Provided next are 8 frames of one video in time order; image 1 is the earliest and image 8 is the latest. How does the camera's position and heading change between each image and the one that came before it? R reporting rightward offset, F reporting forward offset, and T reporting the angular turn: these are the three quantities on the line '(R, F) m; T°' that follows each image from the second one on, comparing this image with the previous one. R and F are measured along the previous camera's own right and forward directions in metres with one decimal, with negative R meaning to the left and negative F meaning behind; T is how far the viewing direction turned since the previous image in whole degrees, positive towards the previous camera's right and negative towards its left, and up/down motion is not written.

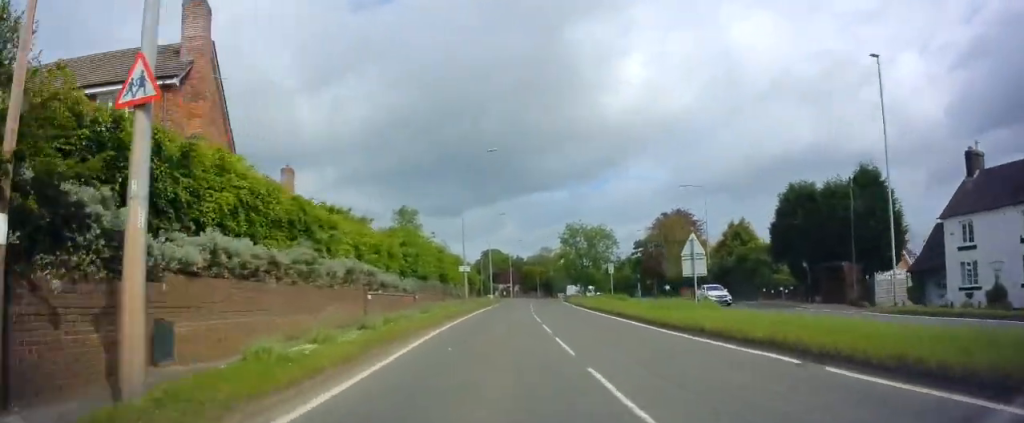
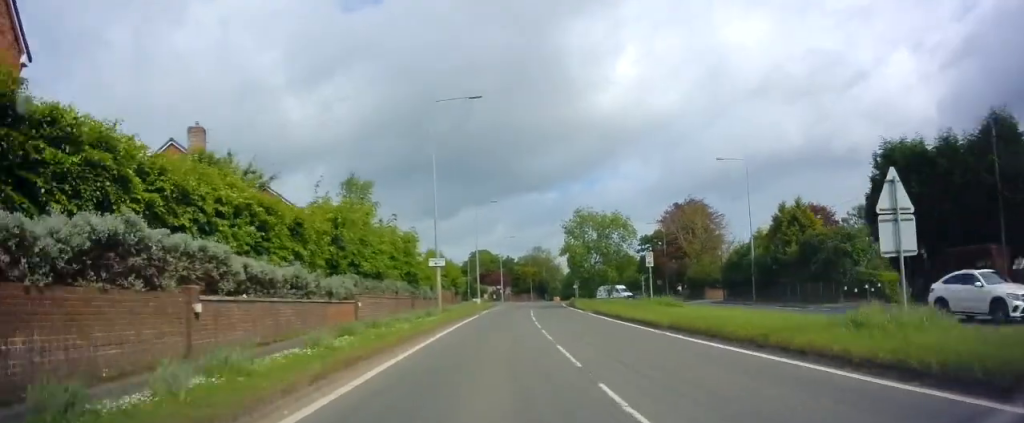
(+0.4, +13.4) m; +1°
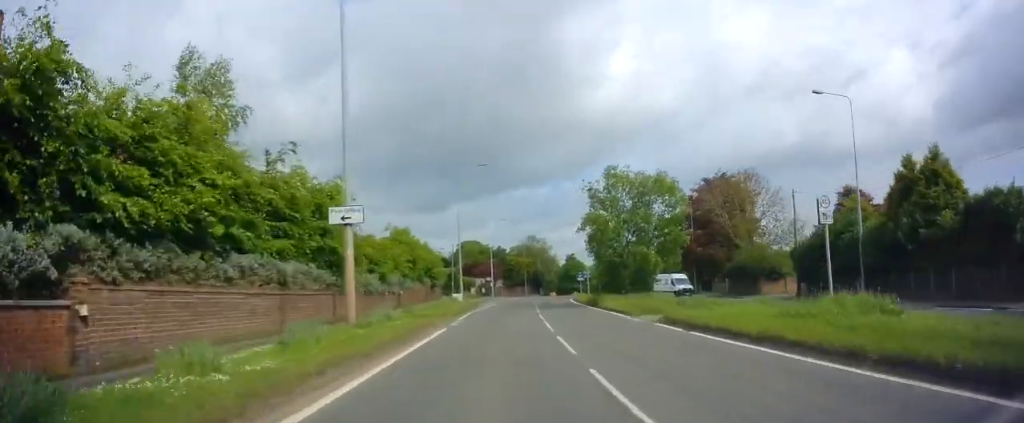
(+0.1, +16.9) m; 0°
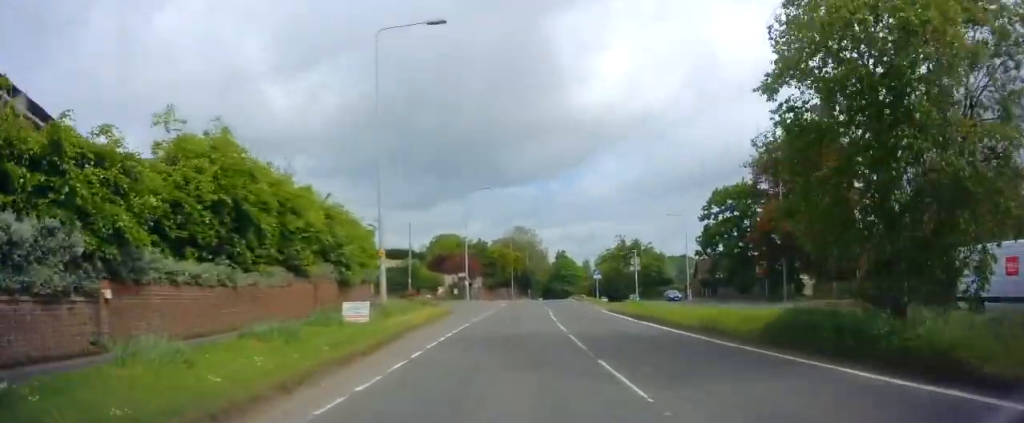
(+0.5, +28.1) m; +2°
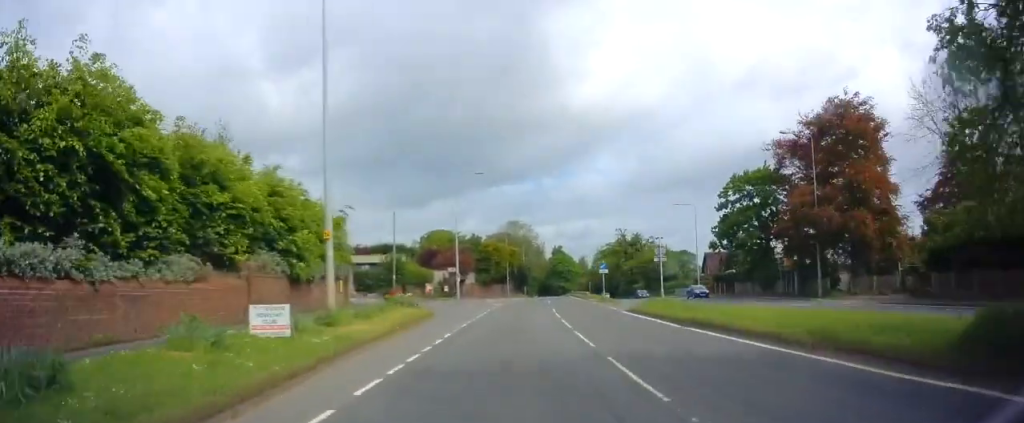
(0.0, +6.3) m; +1°
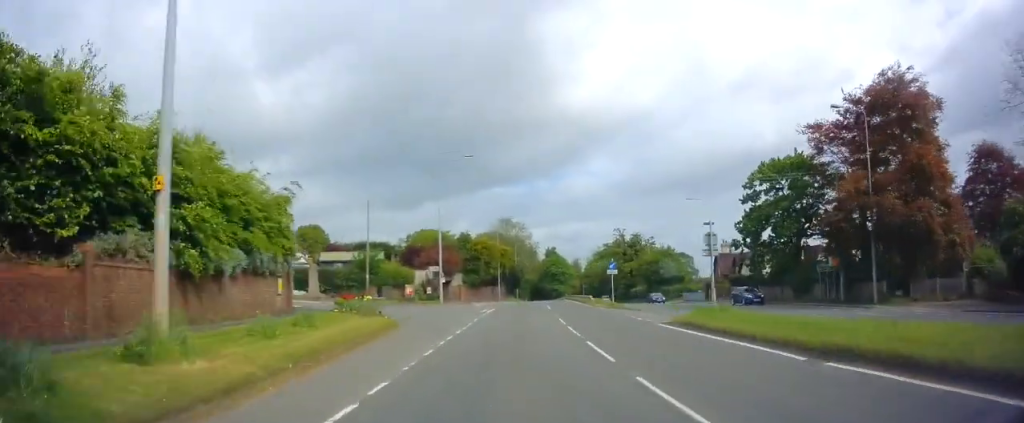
(0.0, +7.9) m; +1°
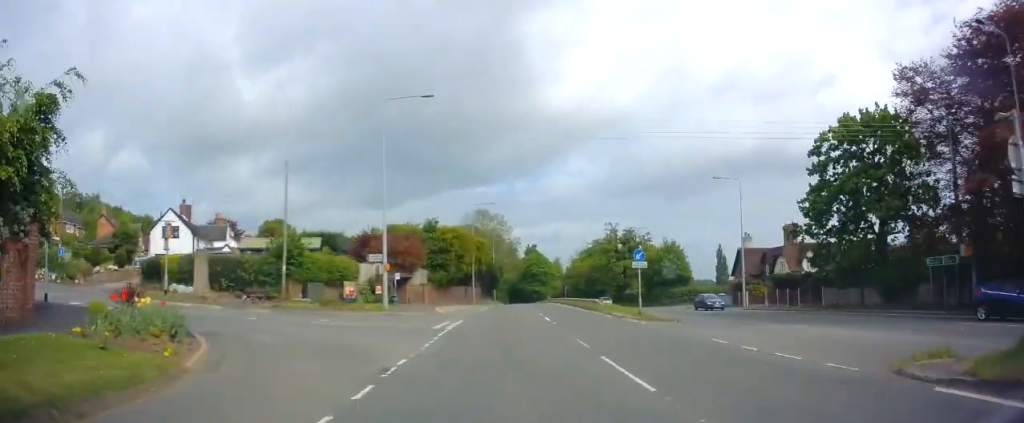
(+0.2, +14.9) m; +2°
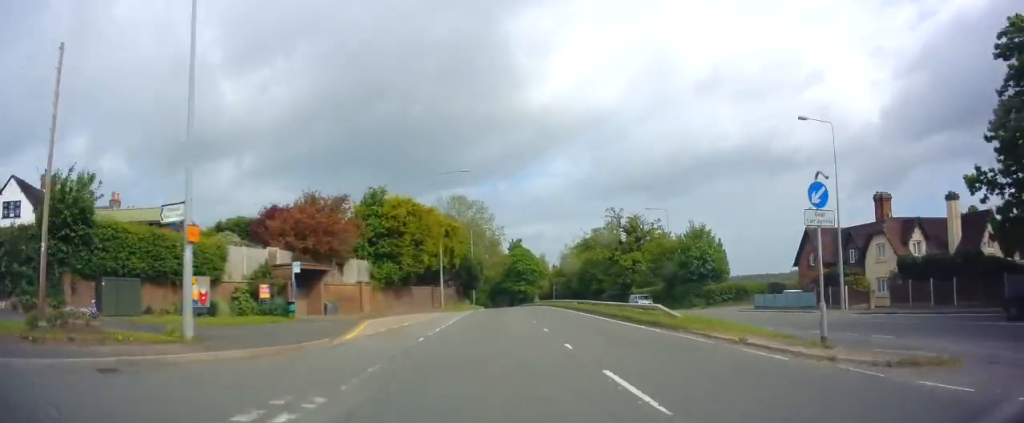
(+0.4, +19.1) m; +2°
